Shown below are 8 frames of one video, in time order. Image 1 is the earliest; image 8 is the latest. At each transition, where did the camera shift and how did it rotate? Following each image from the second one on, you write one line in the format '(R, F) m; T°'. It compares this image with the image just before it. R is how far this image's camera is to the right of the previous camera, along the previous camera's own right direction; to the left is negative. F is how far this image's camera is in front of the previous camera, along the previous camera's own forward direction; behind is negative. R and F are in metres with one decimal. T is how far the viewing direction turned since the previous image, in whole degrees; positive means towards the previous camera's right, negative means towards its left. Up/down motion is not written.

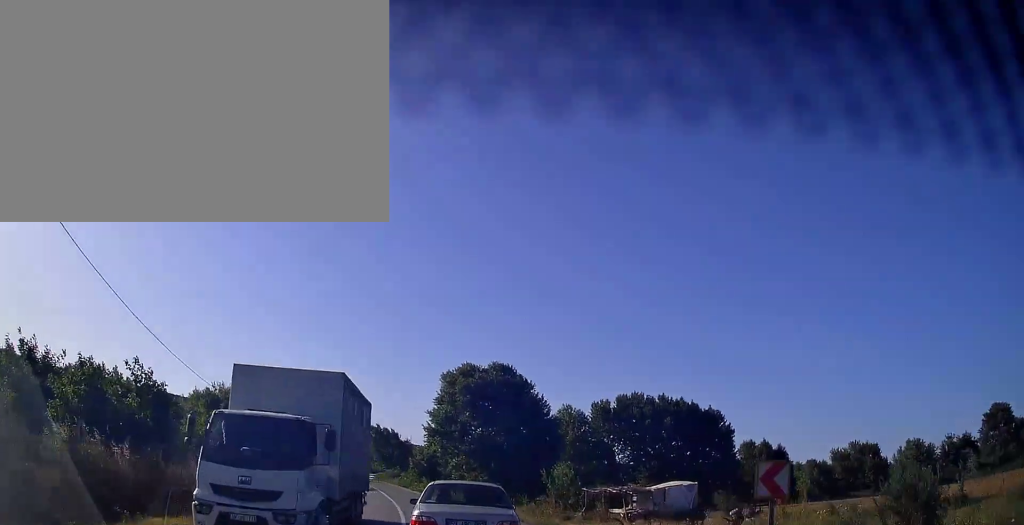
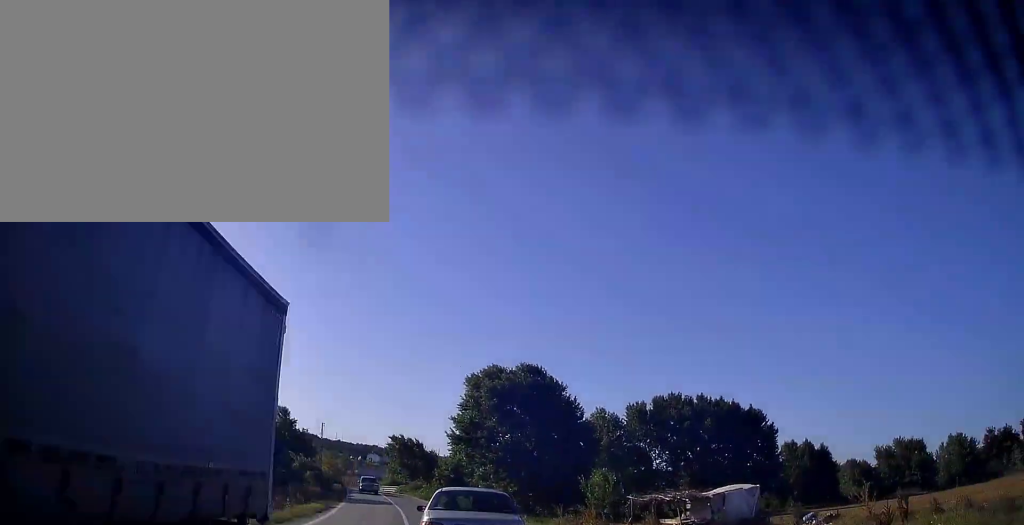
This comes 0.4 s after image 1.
(-0.1, +5.0) m; -2°
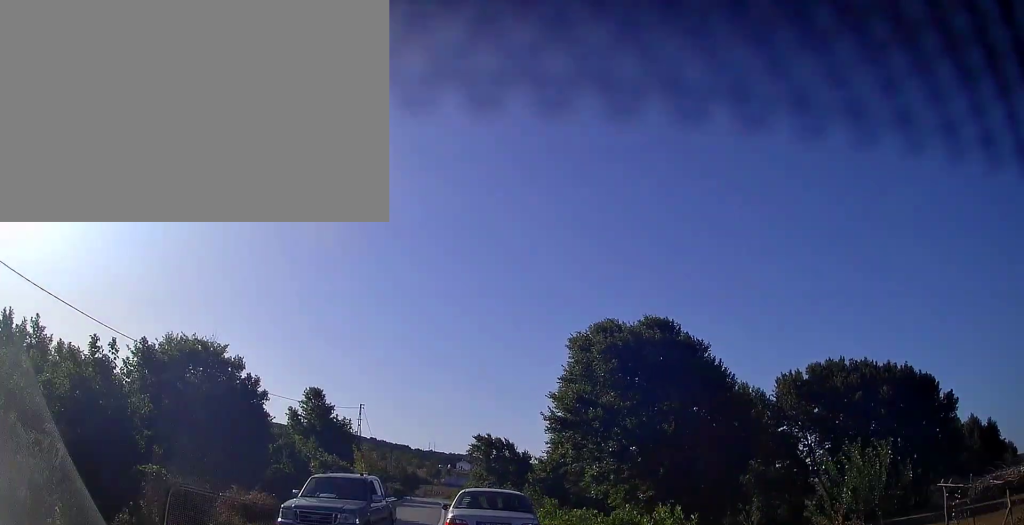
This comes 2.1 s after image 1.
(-1.6, +20.1) m; -9°
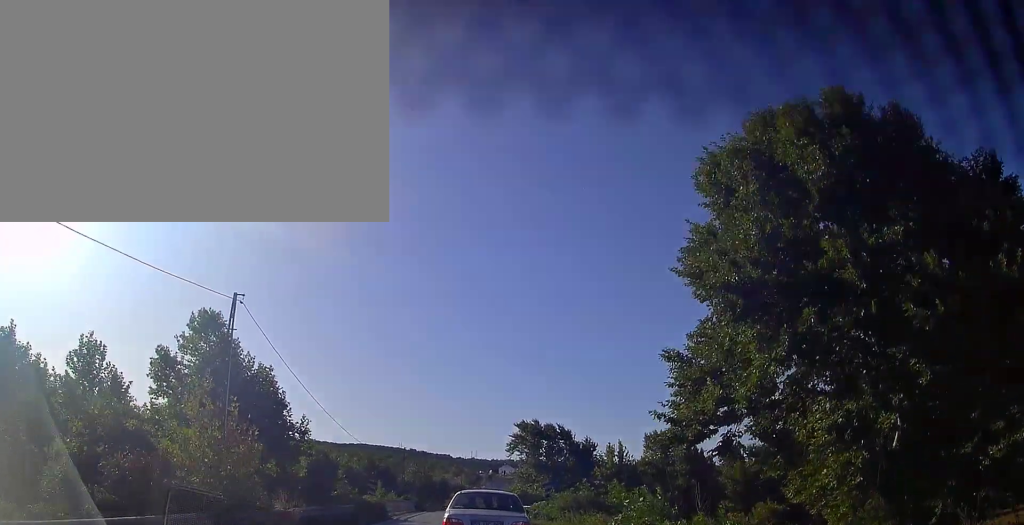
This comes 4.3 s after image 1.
(-1.8, +27.1) m; -6°
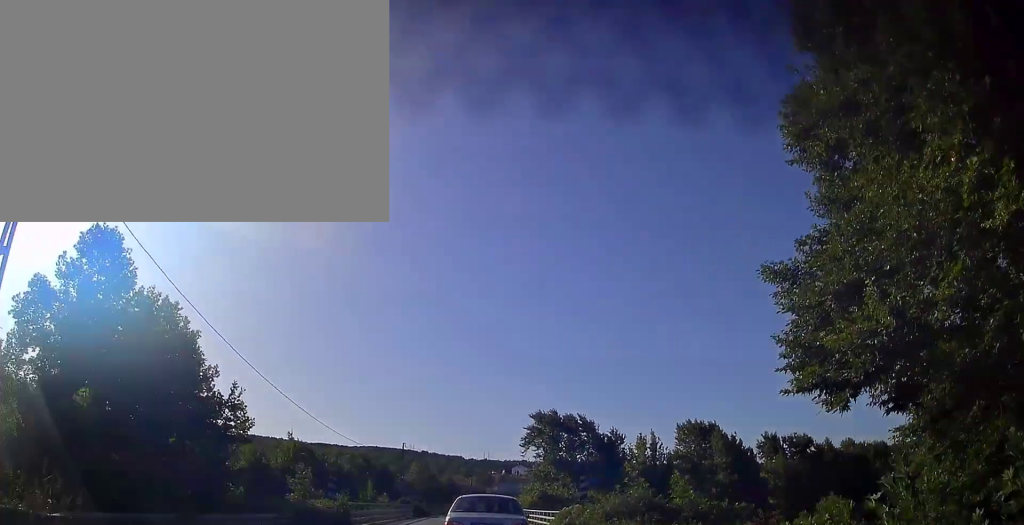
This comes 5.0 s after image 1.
(-0.1, +9.7) m; -1°
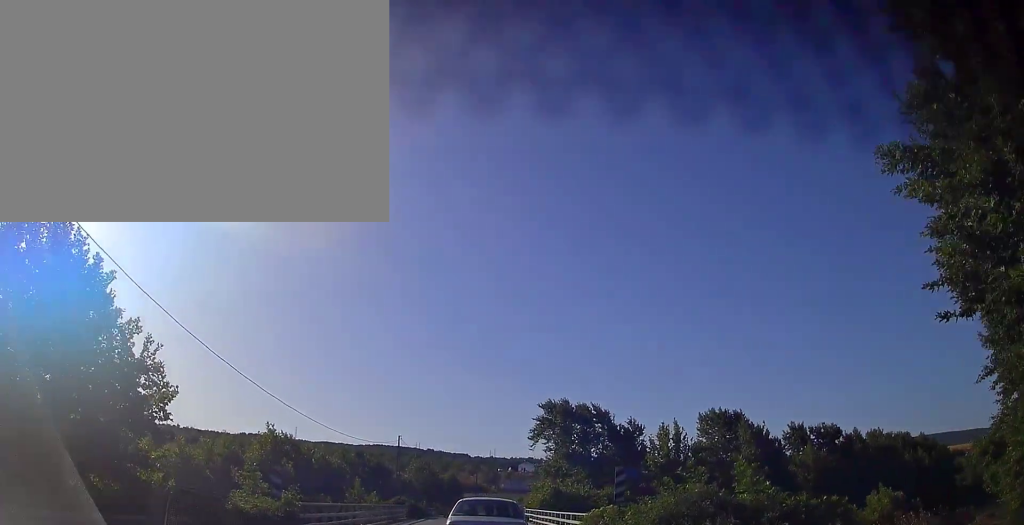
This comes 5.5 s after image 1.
(0.0, +6.3) m; 0°
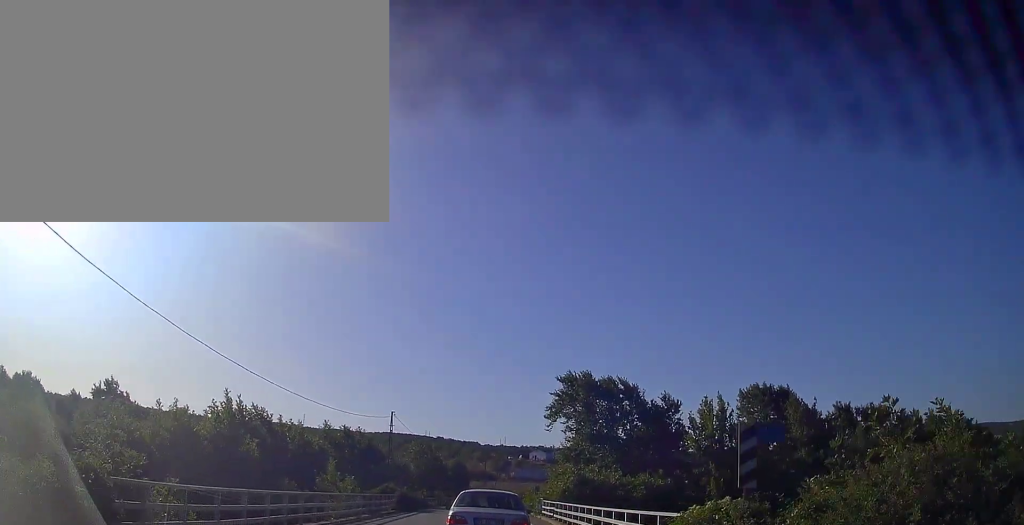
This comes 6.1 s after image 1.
(0.0, +8.5) m; -1°
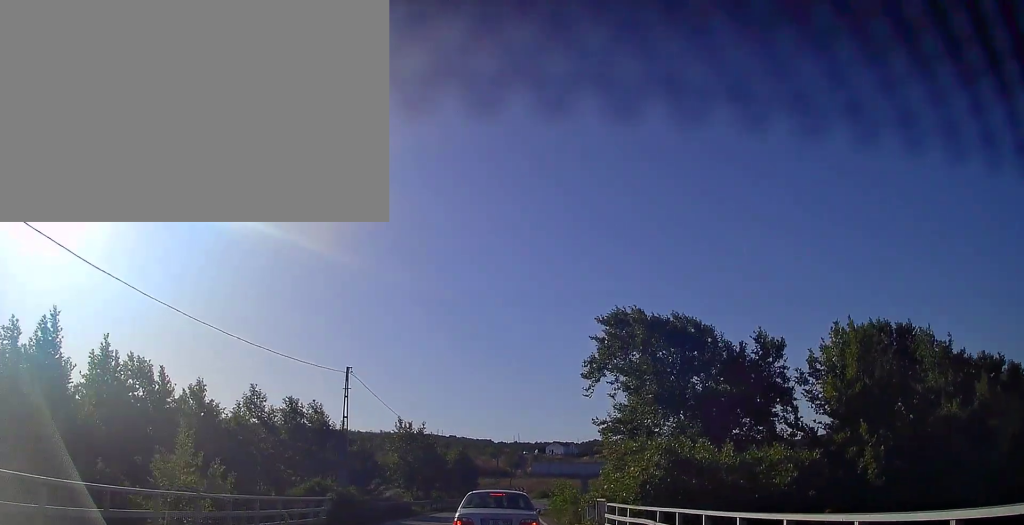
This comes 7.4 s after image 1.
(-0.3, +18.1) m; -2°
